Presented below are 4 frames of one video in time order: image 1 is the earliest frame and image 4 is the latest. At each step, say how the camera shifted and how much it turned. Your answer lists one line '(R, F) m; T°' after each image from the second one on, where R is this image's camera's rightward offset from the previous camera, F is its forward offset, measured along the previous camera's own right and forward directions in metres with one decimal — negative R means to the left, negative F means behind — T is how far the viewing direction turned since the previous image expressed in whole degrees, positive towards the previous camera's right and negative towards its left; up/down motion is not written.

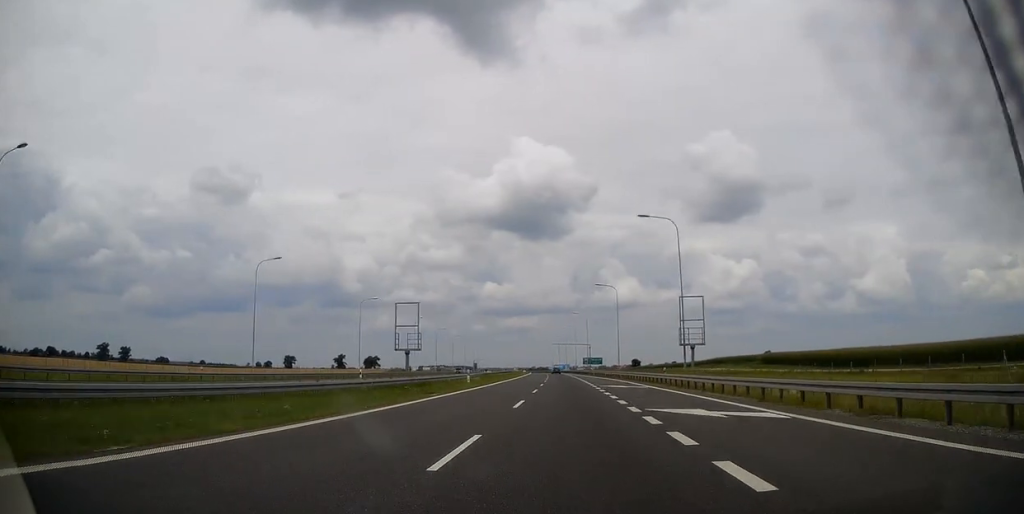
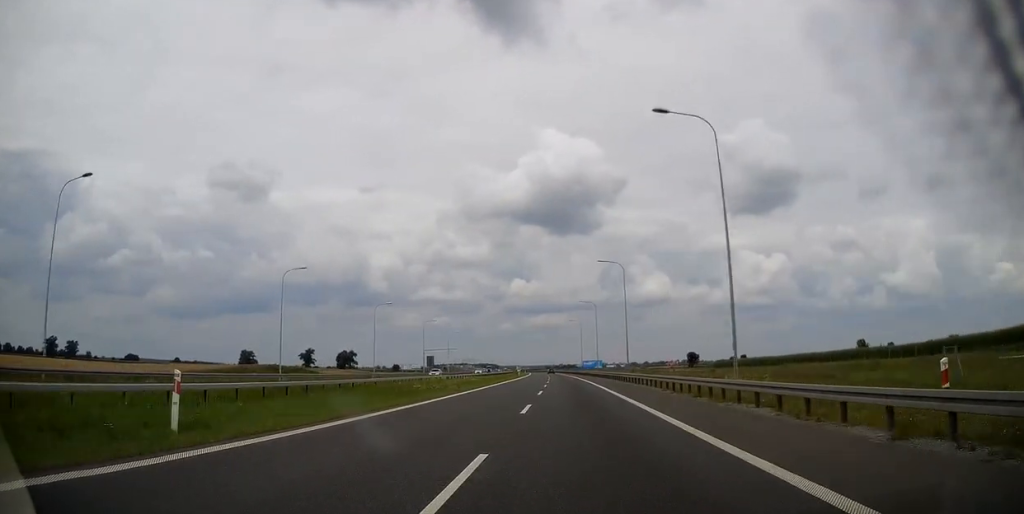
(-3.1, +136.2) m; -3°
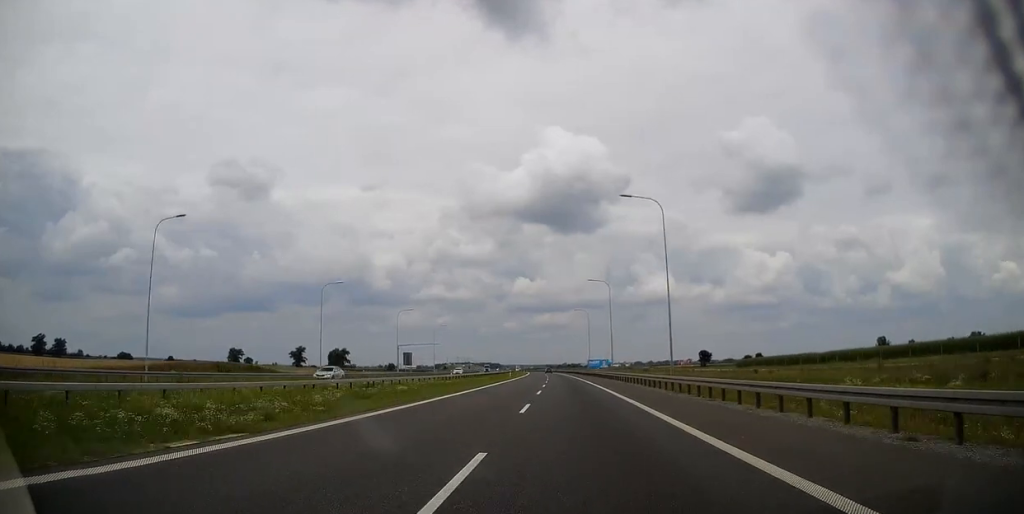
(-0.1, +24.3) m; 0°
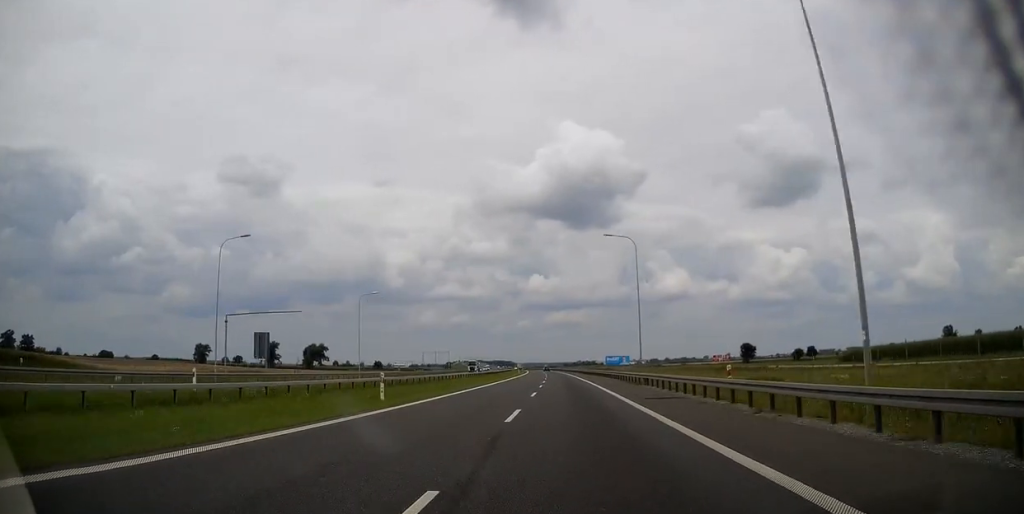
(-0.5, +63.5) m; -1°
